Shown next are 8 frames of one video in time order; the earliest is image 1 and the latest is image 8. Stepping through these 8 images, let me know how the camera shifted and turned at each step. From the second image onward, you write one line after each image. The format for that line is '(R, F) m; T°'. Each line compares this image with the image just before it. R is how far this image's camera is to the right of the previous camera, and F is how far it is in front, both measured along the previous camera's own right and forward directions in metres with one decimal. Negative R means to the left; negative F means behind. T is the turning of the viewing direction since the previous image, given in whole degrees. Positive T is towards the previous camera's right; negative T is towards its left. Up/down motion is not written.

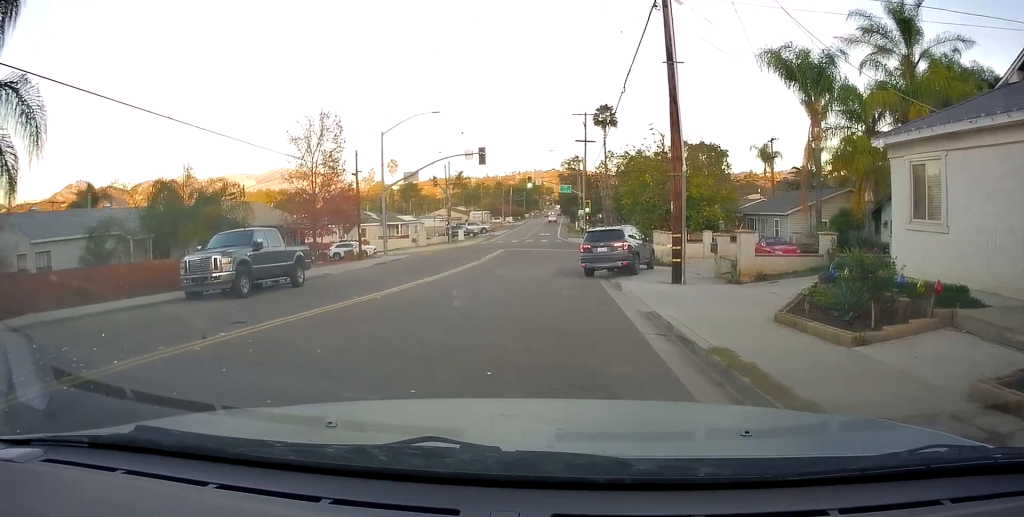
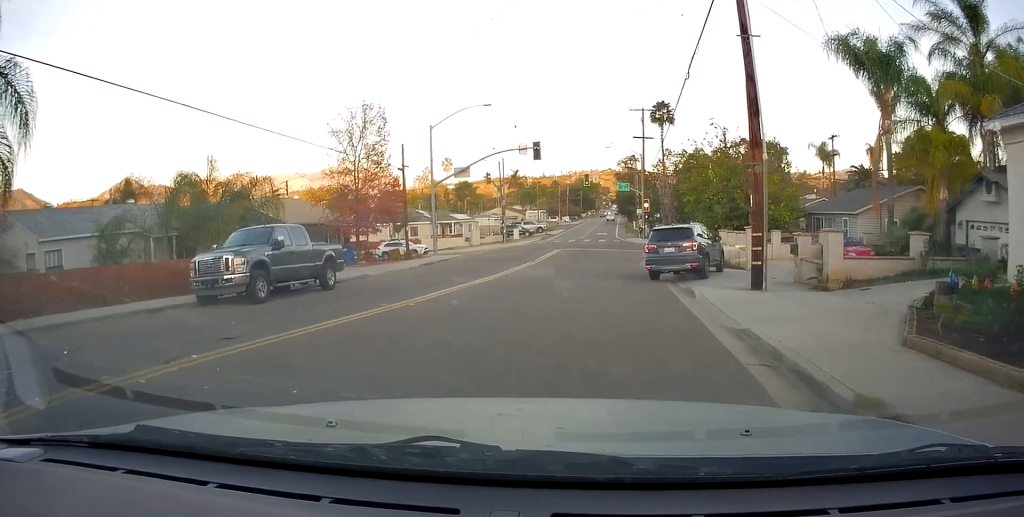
(-0.1, +1.9) m; -4°
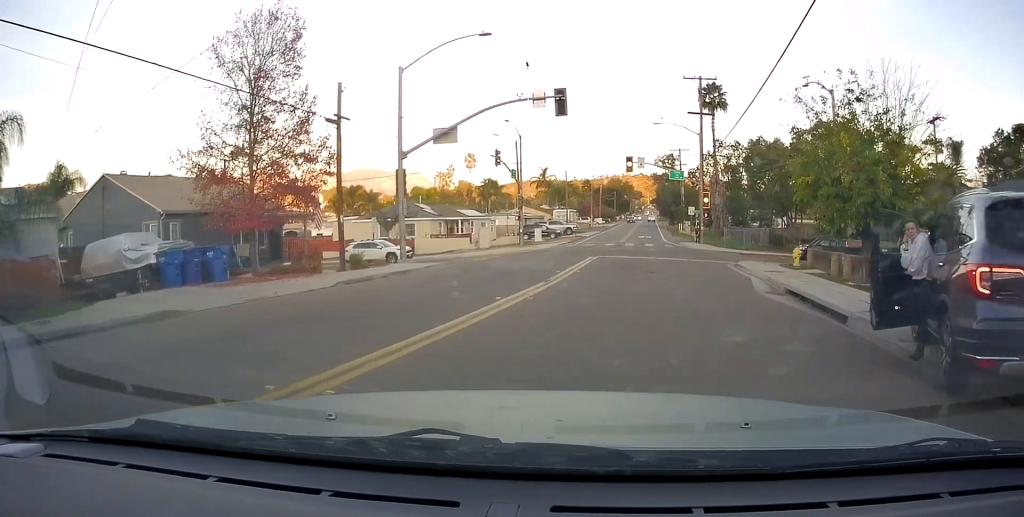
(-1.9, +12.0) m; -10°
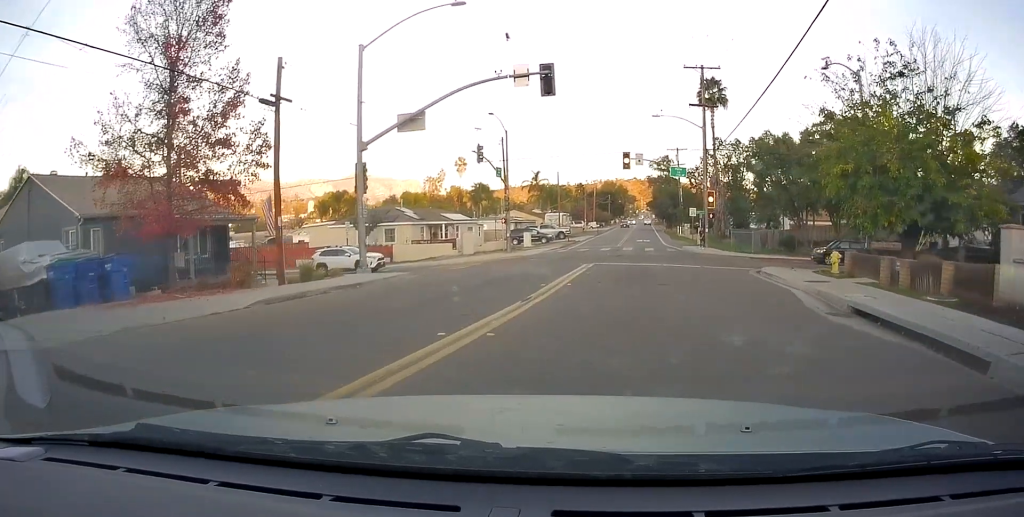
(0.0, +3.5) m; +2°
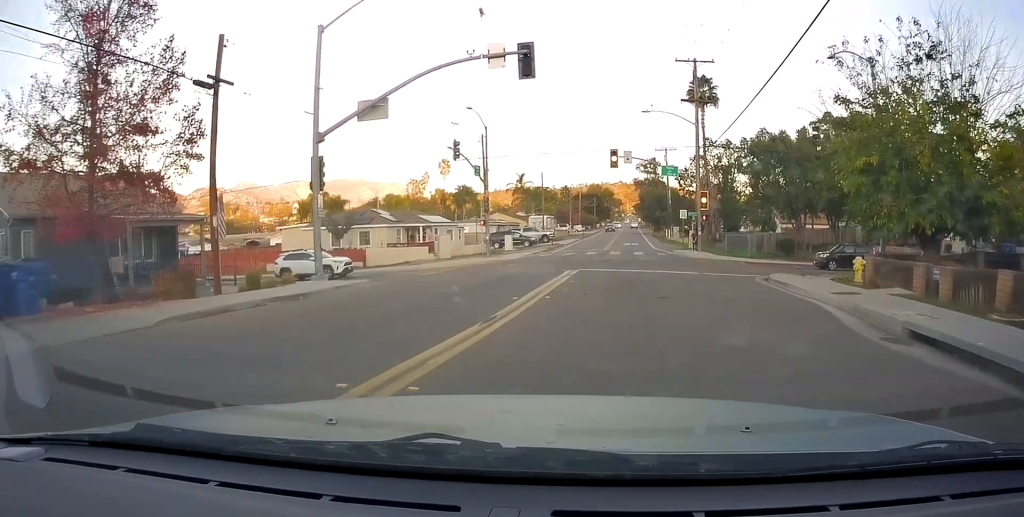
(+0.1, +2.5) m; 0°
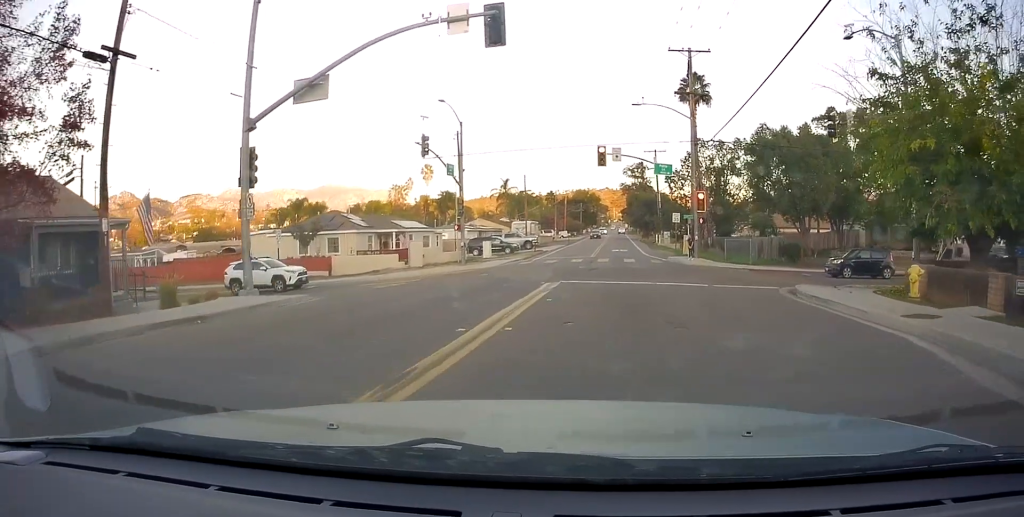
(+0.1, +3.4) m; +1°
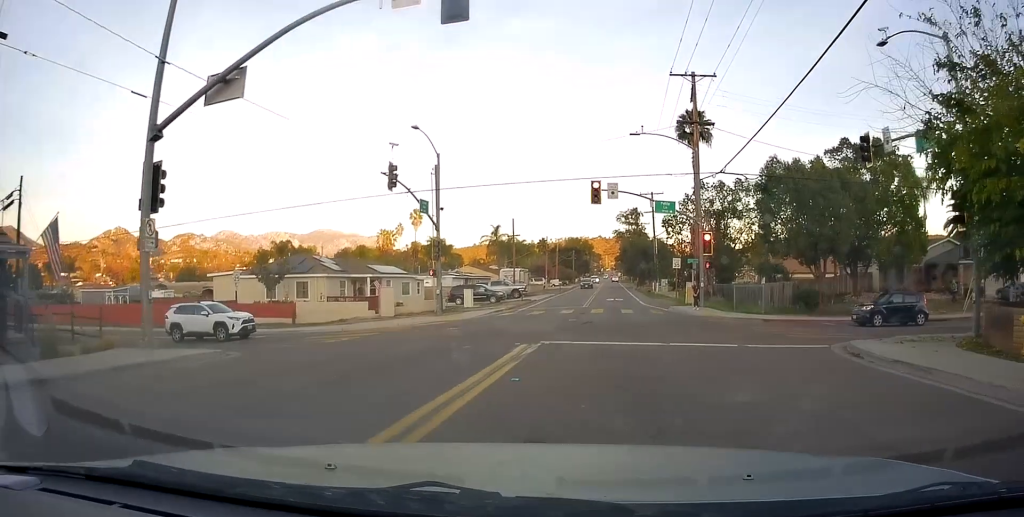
(-0.1, +4.3) m; 0°
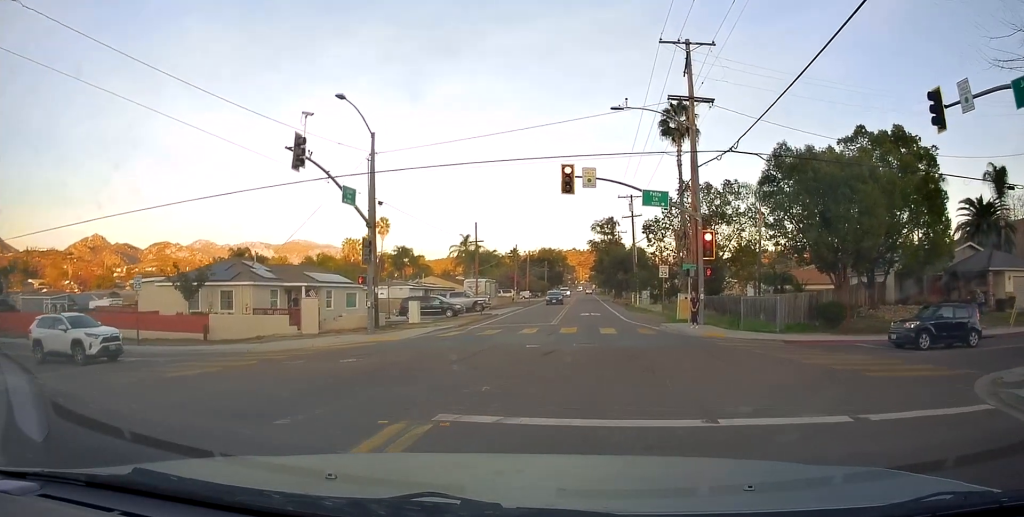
(+0.1, +8.5) m; +5°
